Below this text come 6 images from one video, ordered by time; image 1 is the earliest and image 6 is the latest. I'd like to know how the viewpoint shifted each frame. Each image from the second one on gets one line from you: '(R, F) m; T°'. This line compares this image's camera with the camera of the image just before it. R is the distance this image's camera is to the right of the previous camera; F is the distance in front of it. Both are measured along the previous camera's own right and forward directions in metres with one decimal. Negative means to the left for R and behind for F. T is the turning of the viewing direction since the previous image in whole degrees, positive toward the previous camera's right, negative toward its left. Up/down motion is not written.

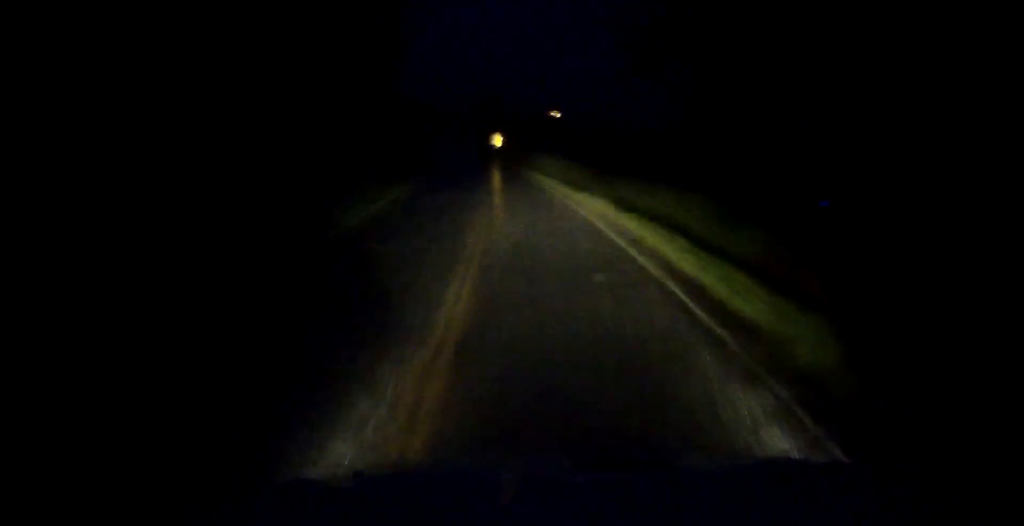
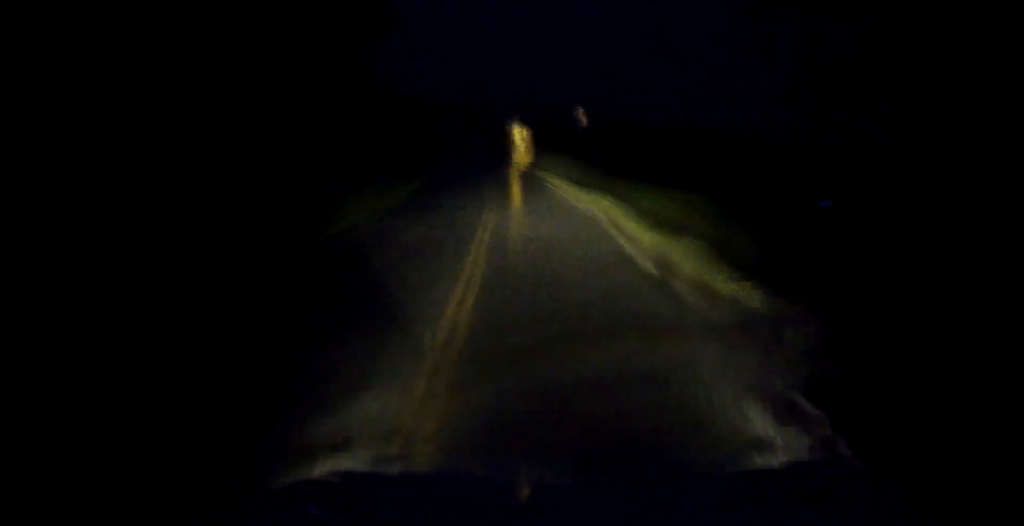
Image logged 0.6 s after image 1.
(-0.4, +11.8) m; -3°
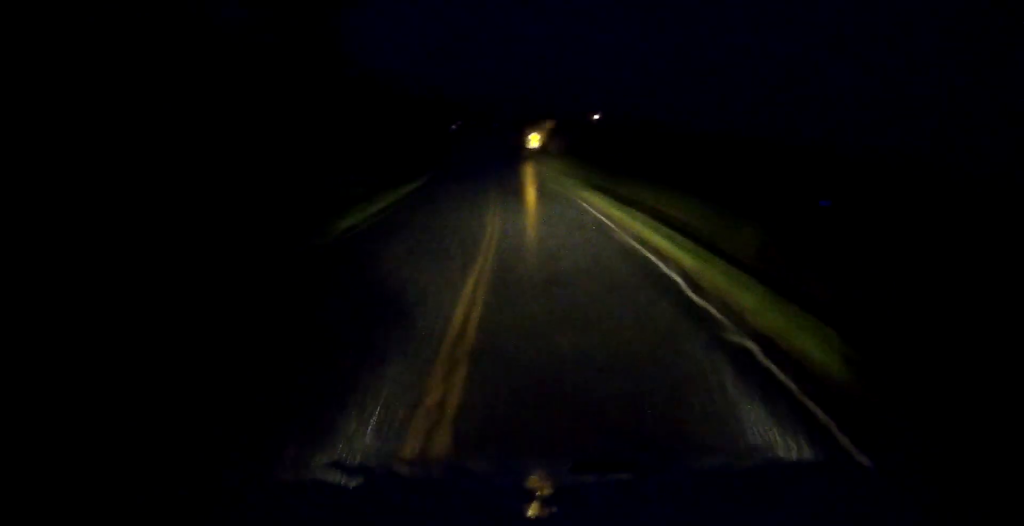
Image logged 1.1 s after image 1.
(-0.2, +10.5) m; -2°
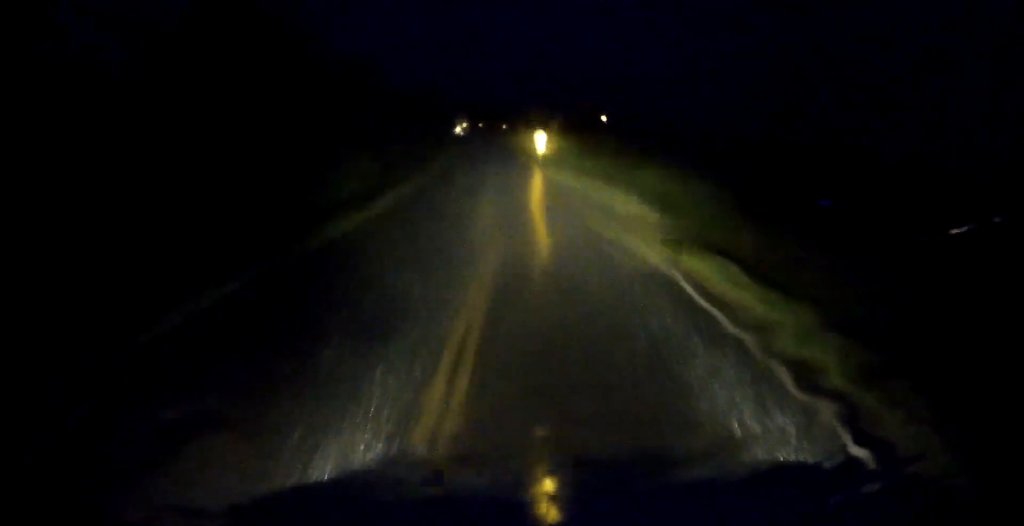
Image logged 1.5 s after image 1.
(-0.2, +7.8) m; -1°
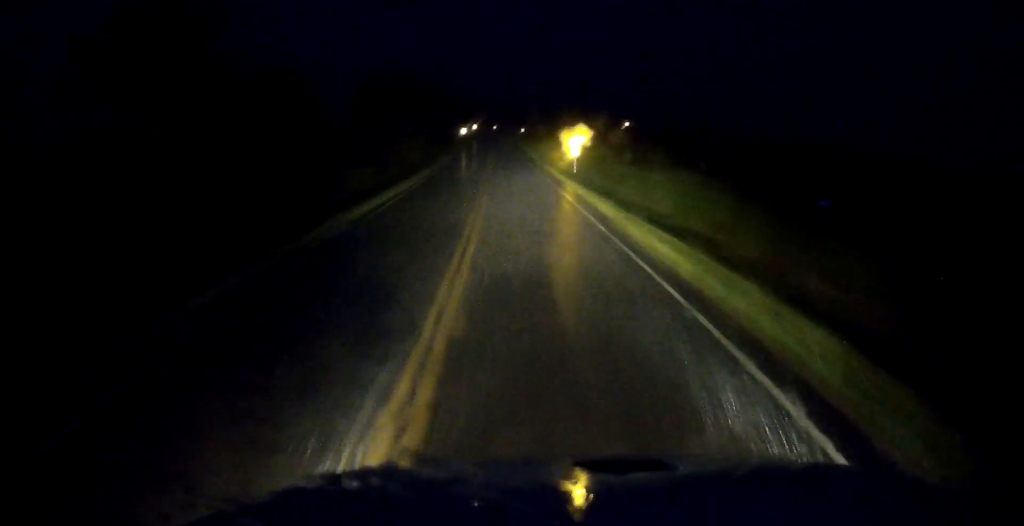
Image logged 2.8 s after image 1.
(-0.4, +24.2) m; -1°
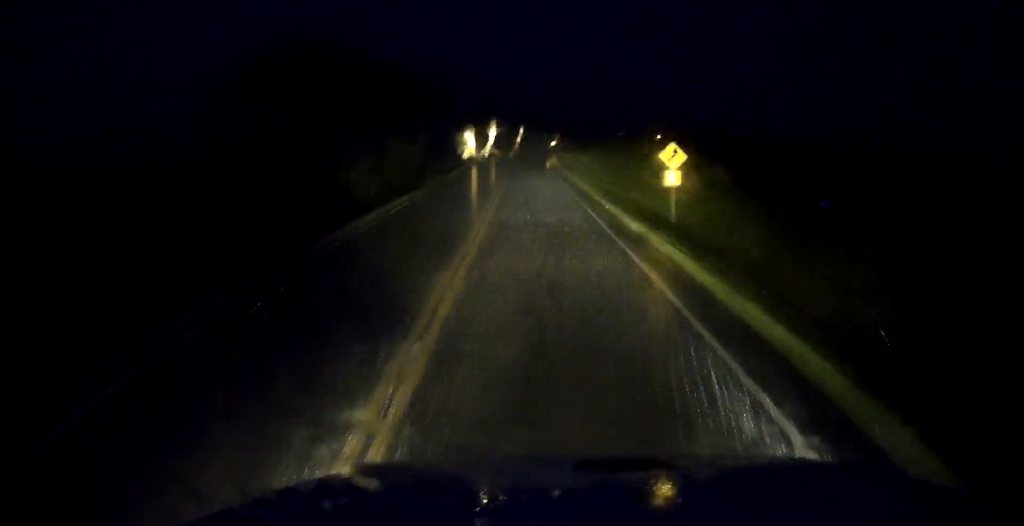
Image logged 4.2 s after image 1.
(-0.2, +28.2) m; -1°
